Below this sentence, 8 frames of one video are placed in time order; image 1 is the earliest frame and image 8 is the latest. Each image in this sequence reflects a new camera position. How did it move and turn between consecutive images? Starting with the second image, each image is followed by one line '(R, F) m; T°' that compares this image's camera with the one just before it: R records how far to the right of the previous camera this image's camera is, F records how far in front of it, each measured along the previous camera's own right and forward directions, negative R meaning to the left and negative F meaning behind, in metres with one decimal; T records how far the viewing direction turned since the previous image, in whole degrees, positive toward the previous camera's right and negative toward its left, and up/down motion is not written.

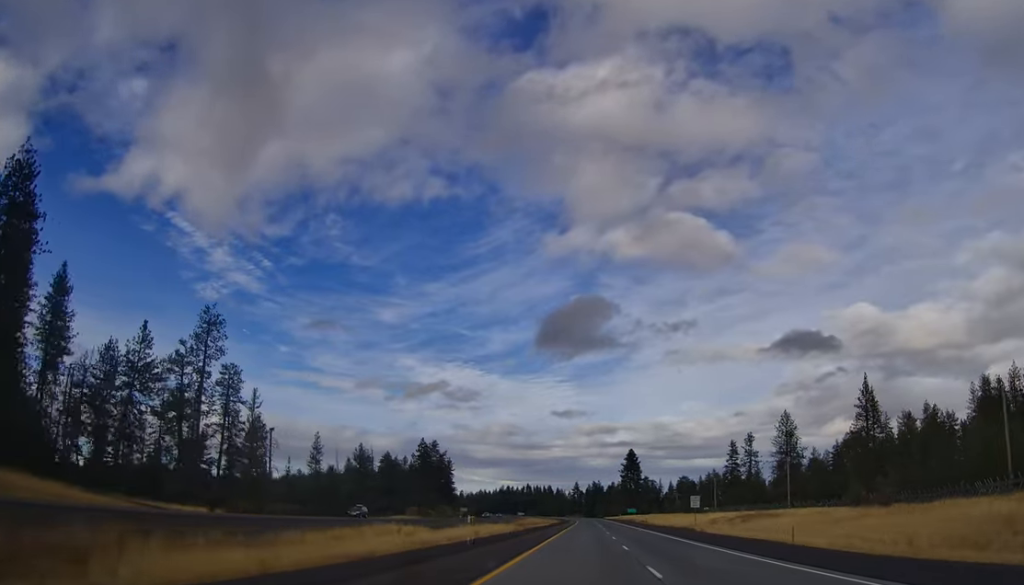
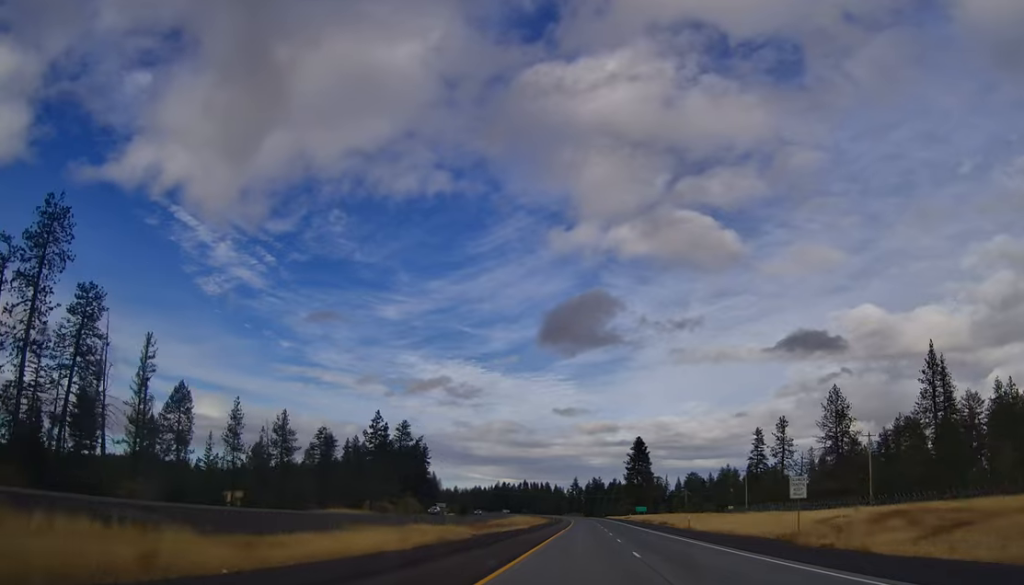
(-0.6, +42.4) m; 0°
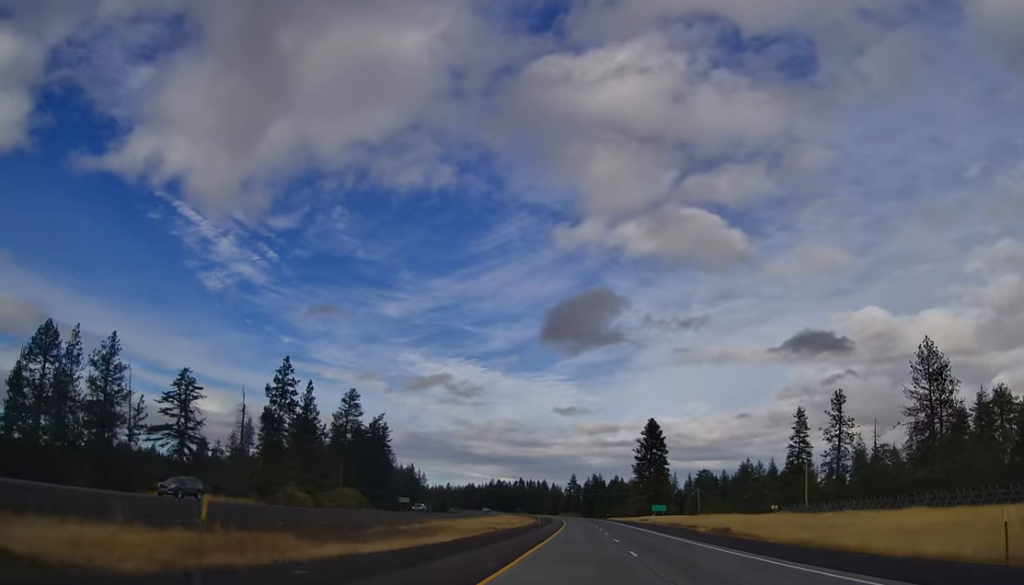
(+1.1, +49.1) m; 0°
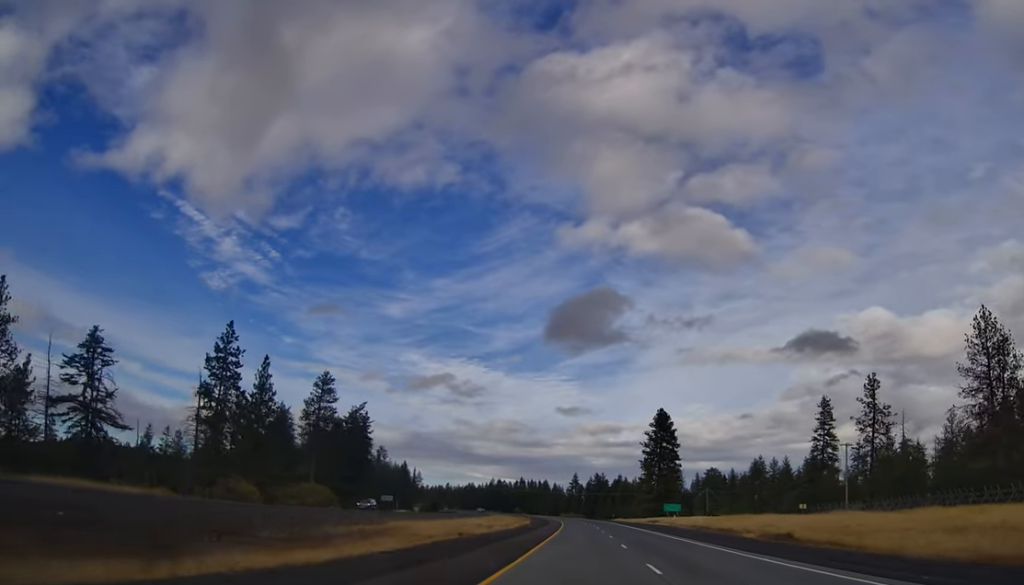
(-0.6, +19.3) m; -1°
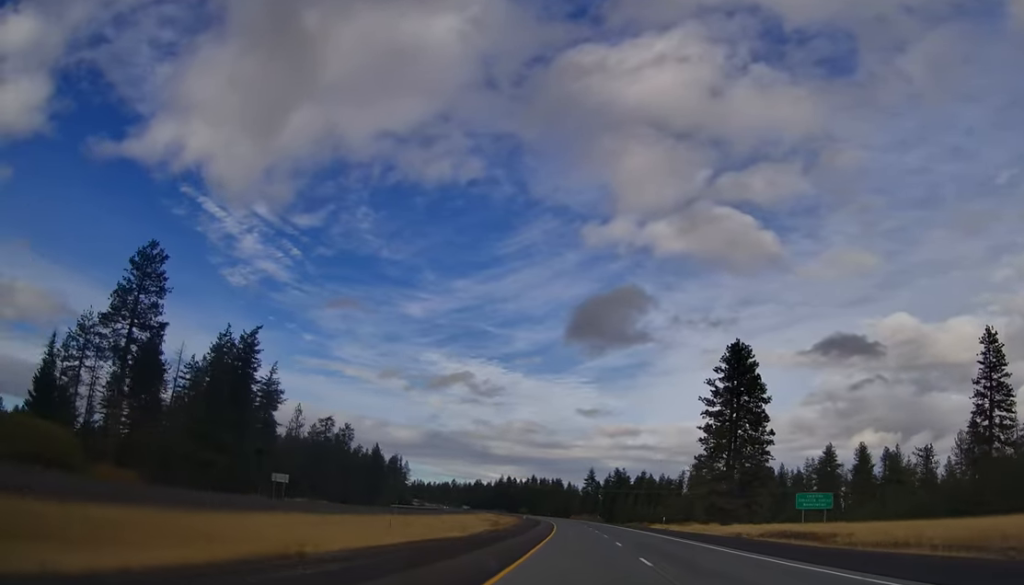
(+0.4, +71.4) m; 0°
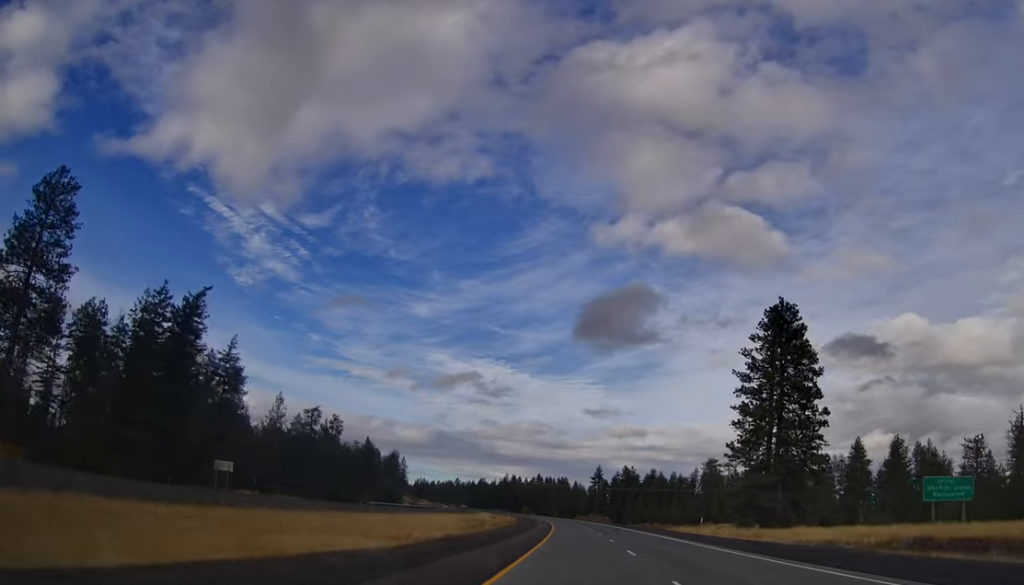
(-0.1, +20.0) m; 0°
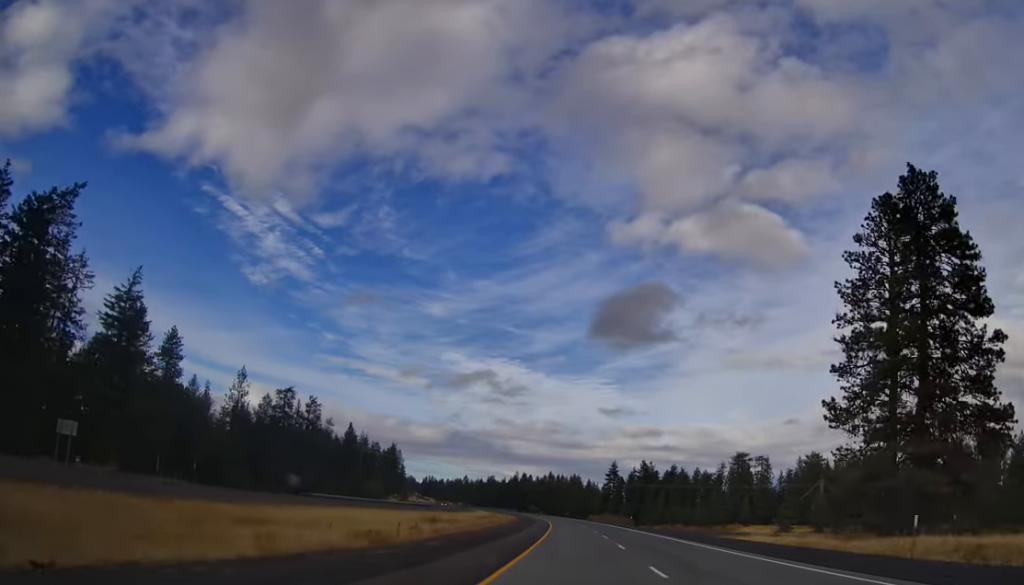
(0.0, +33.1) m; 0°
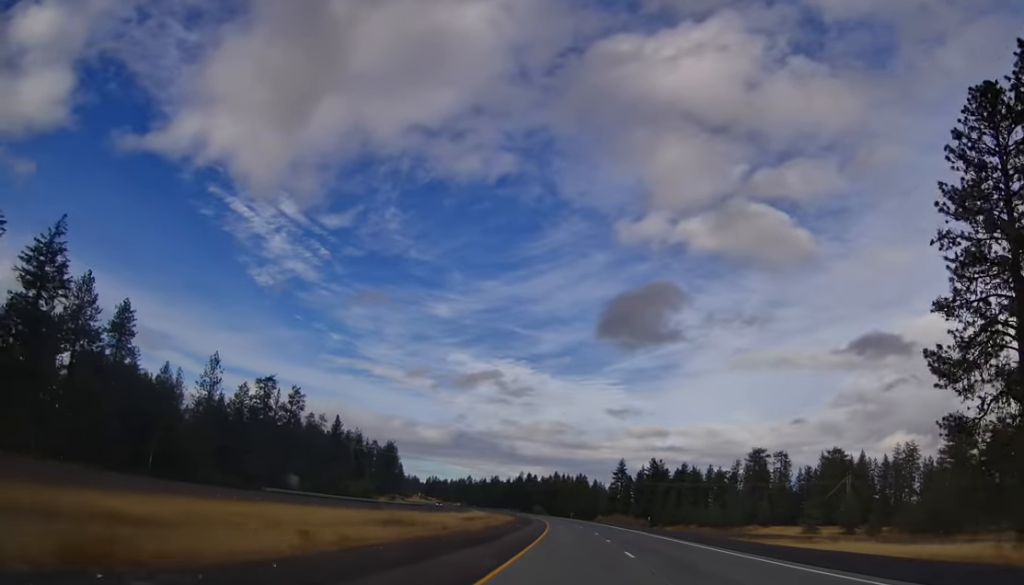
(+0.1, +17.5) m; 0°
